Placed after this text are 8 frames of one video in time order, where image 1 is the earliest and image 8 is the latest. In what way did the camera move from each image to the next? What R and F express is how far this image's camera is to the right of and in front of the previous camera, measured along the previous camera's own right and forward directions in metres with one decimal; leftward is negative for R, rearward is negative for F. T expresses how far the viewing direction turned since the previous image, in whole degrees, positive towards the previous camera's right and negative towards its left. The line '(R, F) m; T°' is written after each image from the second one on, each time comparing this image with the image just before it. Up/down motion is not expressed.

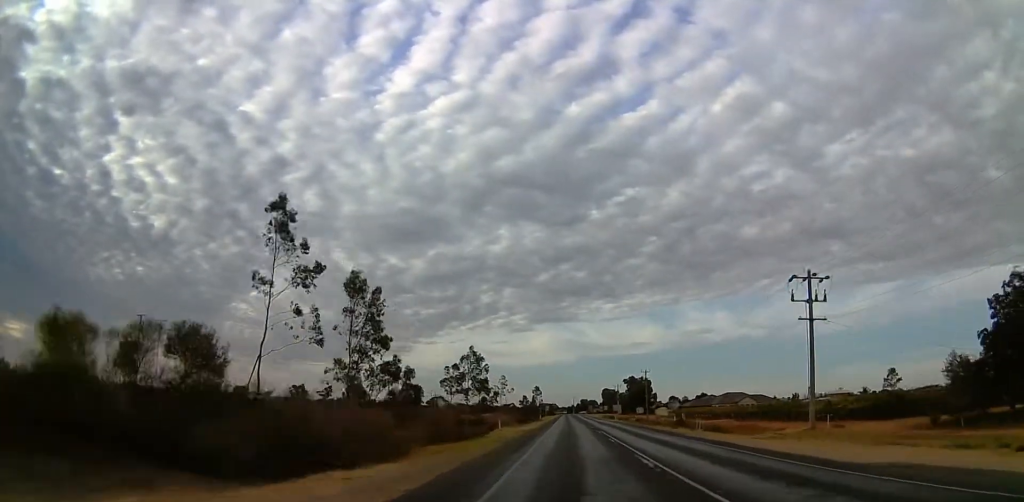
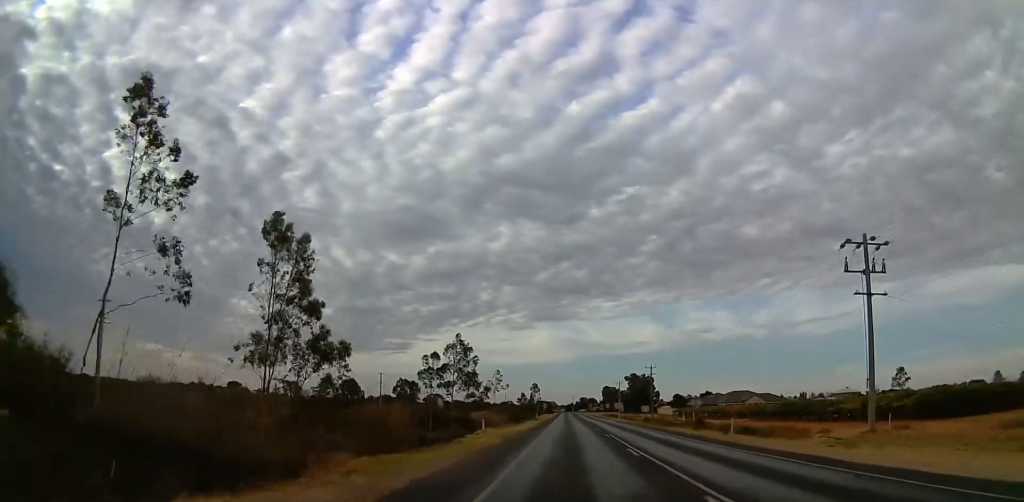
(0.0, +9.3) m; 0°
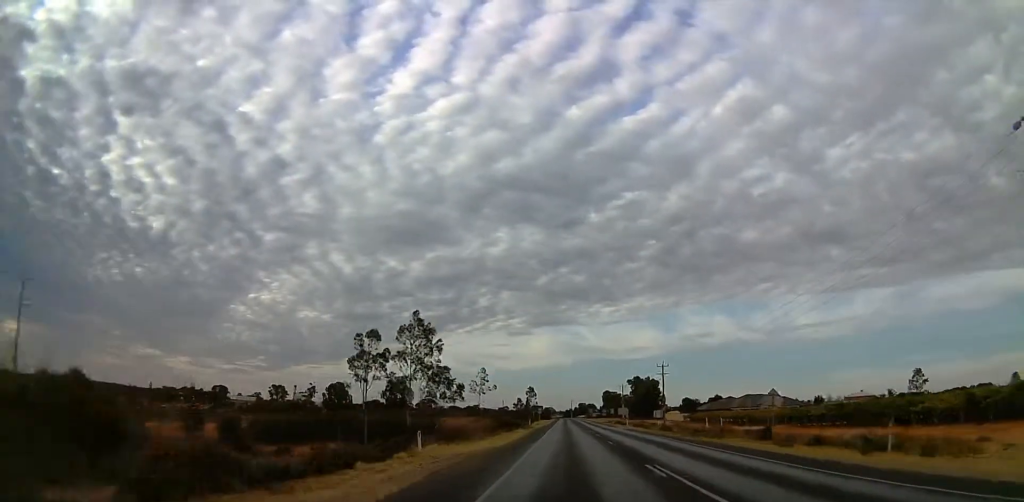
(-0.3, +17.5) m; 0°
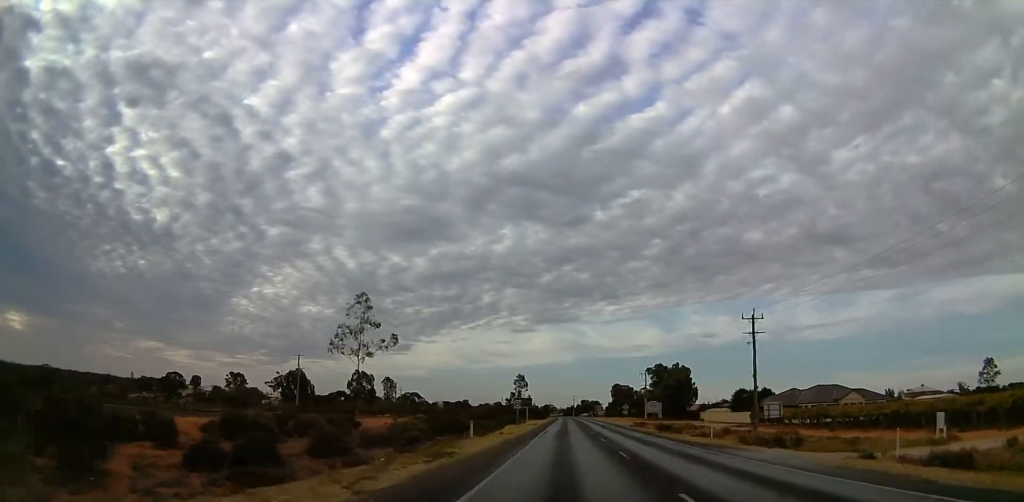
(+0.4, +53.1) m; 0°
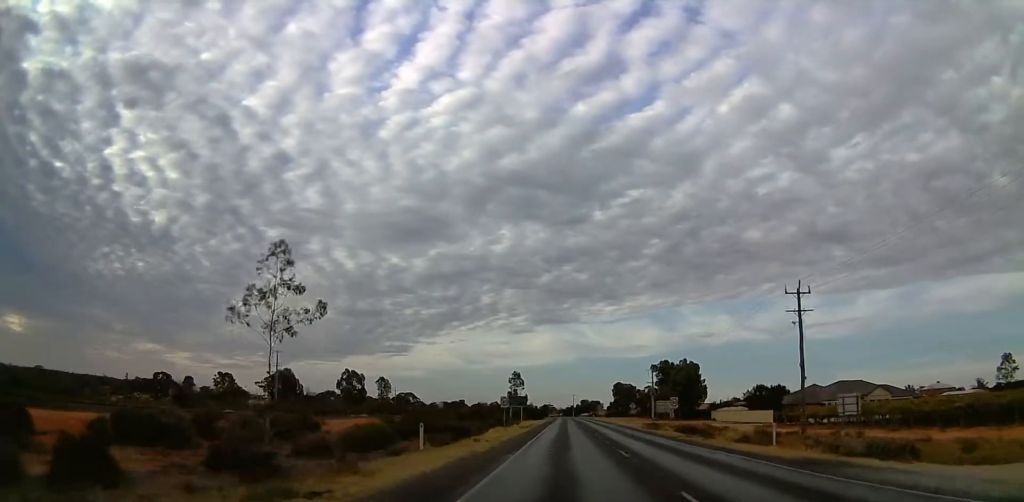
(-0.1, +11.9) m; 0°
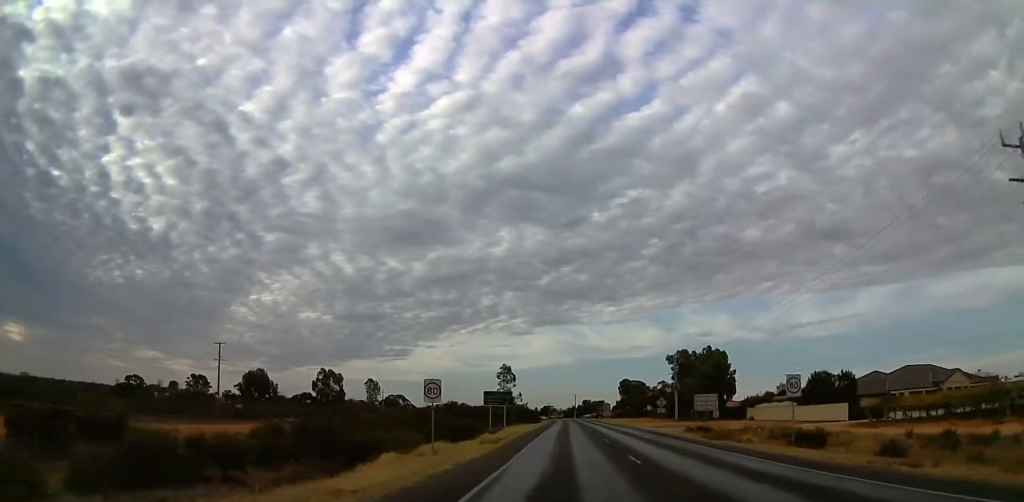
(+0.2, +26.2) m; 0°
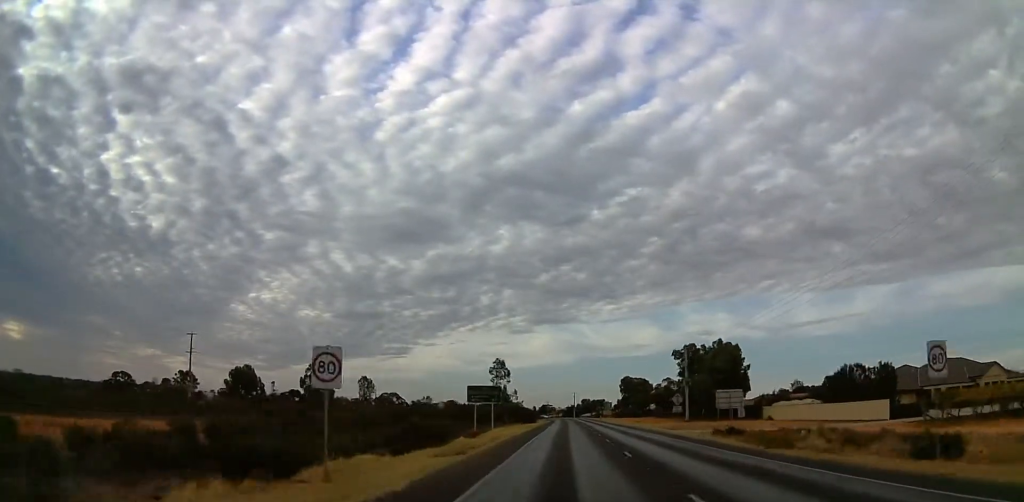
(0.0, +10.0) m; 0°
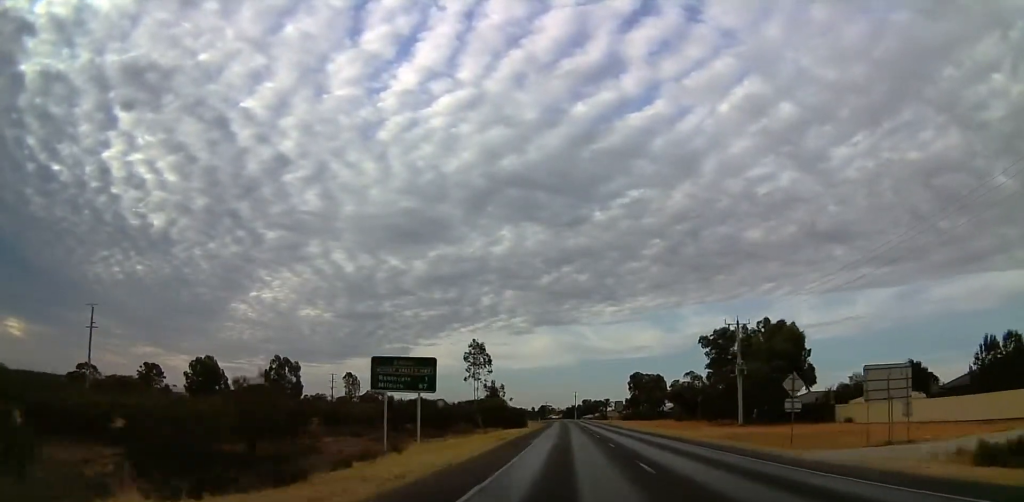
(-0.2, +28.4) m; -1°
